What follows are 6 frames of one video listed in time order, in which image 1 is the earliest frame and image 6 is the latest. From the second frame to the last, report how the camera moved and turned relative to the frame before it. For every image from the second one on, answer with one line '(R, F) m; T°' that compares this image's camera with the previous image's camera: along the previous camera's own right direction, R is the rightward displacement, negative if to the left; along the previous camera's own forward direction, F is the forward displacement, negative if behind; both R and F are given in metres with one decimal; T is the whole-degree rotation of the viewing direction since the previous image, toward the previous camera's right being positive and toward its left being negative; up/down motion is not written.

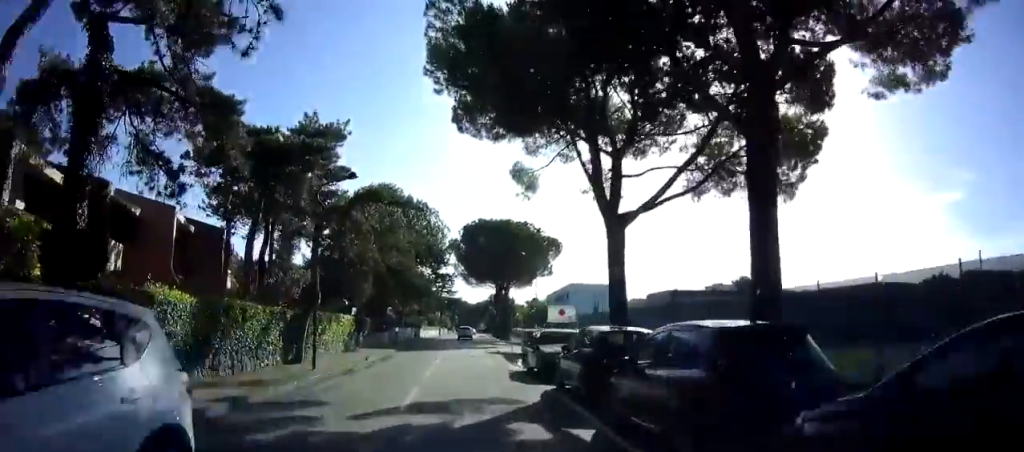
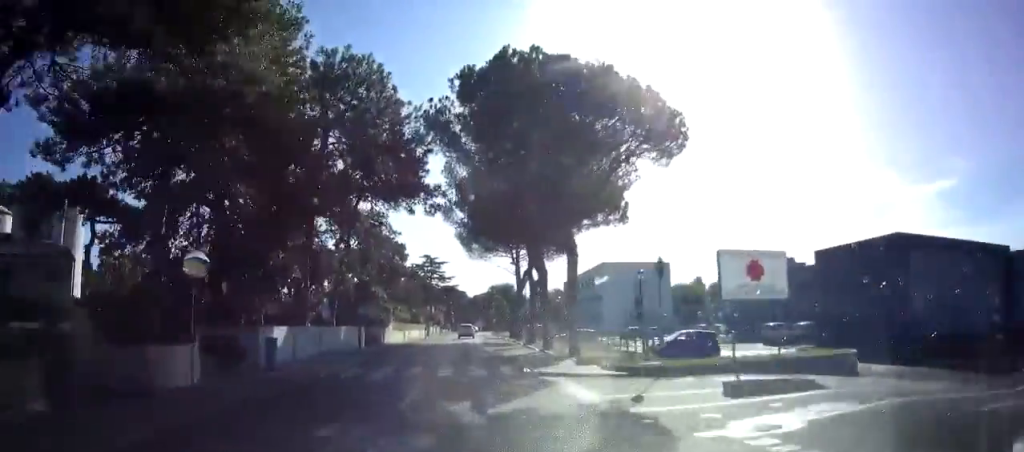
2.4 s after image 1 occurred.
(+0.4, +32.6) m; +3°
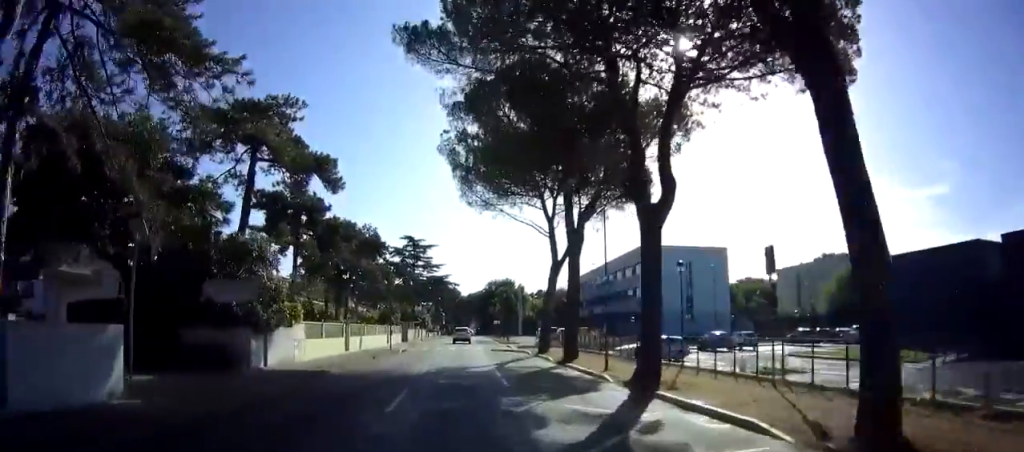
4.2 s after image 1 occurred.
(+0.1, +23.8) m; 0°
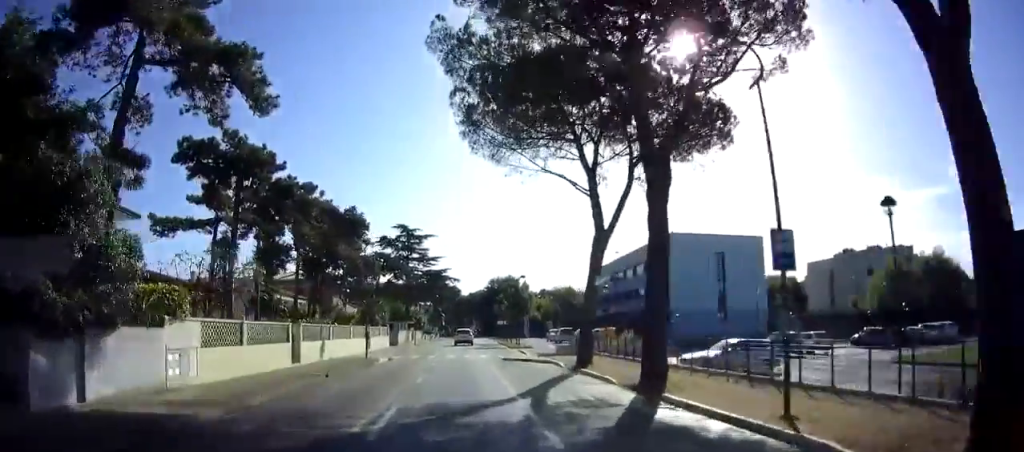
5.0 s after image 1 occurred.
(0.0, +9.2) m; -1°
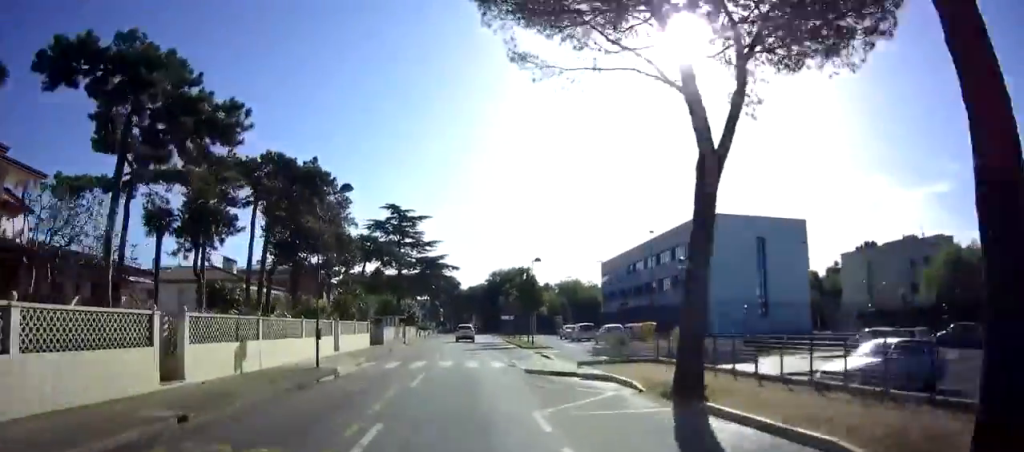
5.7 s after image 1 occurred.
(-0.1, +9.0) m; -1°
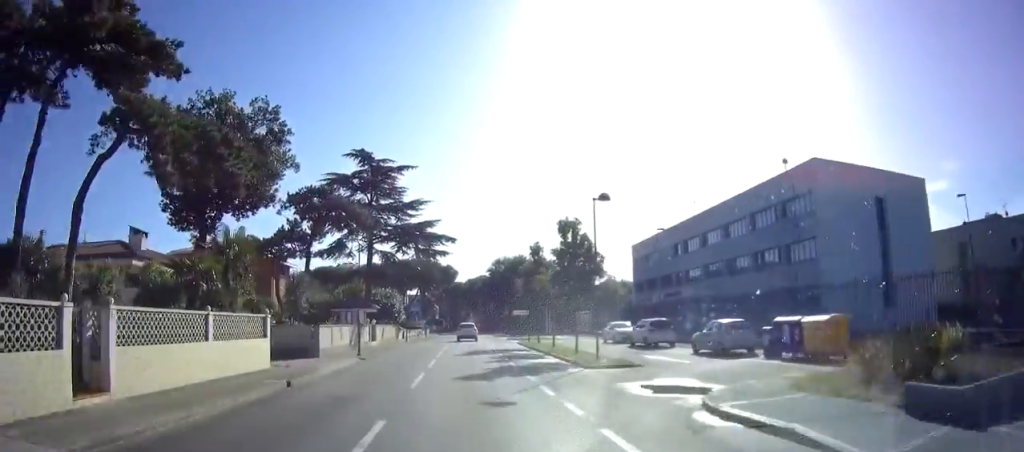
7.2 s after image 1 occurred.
(0.0, +17.8) m; +2°
